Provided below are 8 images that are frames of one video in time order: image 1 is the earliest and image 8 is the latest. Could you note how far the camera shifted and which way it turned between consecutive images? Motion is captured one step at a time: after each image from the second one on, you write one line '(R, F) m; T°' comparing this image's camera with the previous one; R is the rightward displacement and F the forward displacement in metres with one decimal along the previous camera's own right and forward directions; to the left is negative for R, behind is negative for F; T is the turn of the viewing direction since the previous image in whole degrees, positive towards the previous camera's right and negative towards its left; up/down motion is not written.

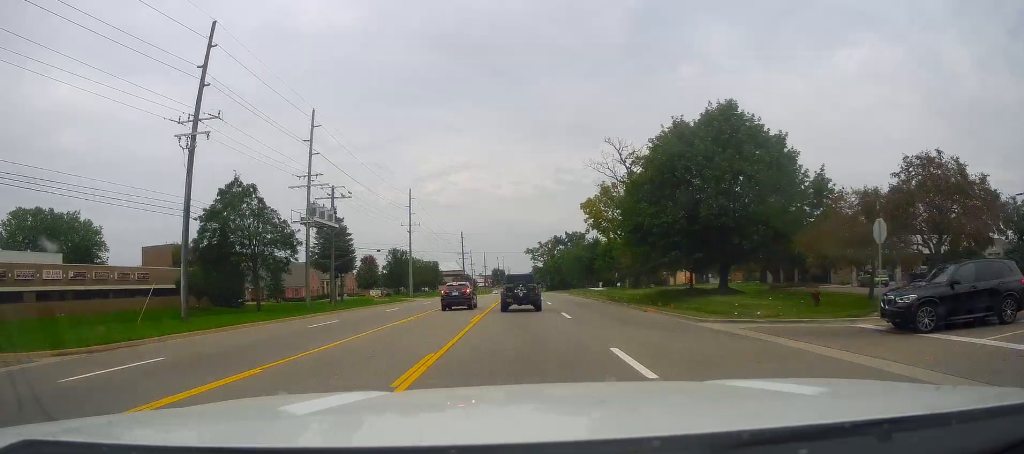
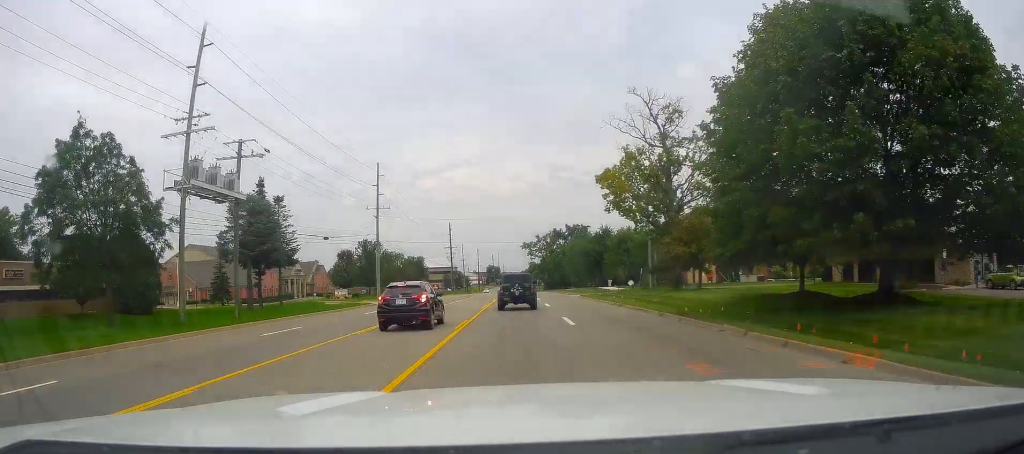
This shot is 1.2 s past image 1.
(+0.3, +18.8) m; +2°
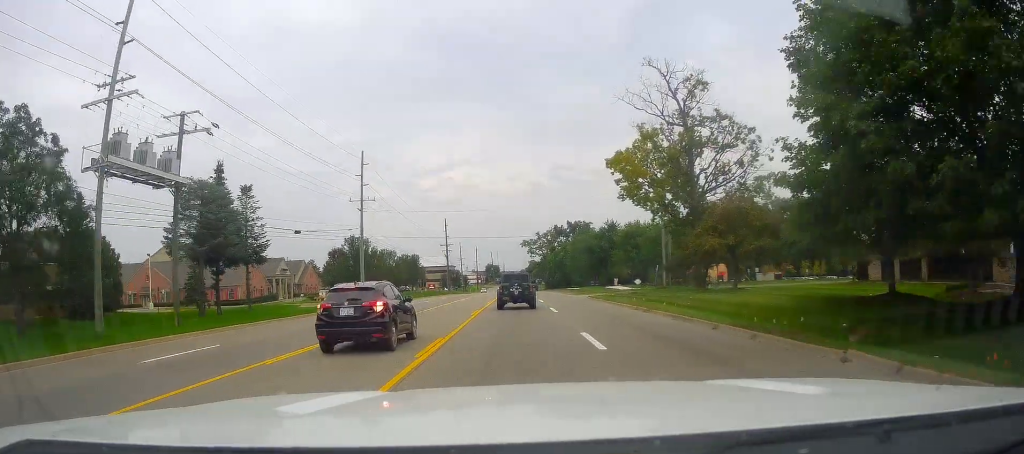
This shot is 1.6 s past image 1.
(+0.1, +7.1) m; 0°
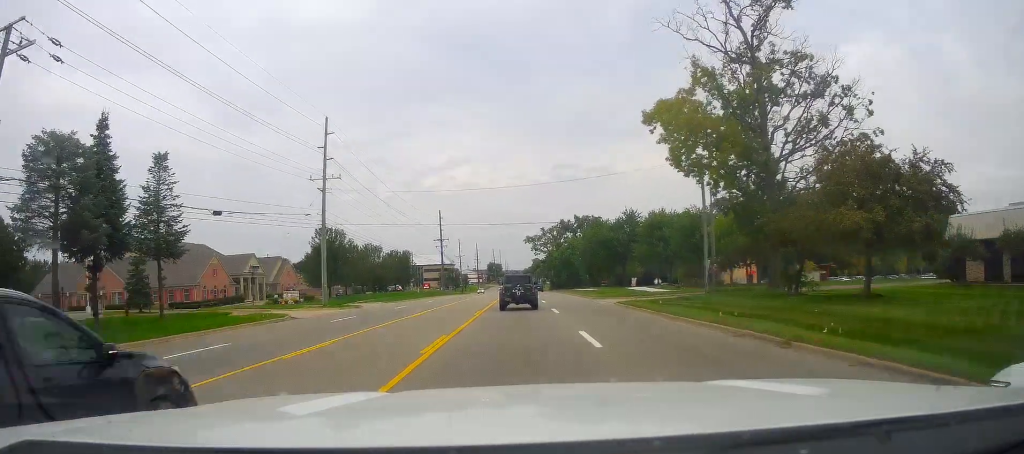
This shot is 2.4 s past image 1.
(+0.1, +13.7) m; -2°
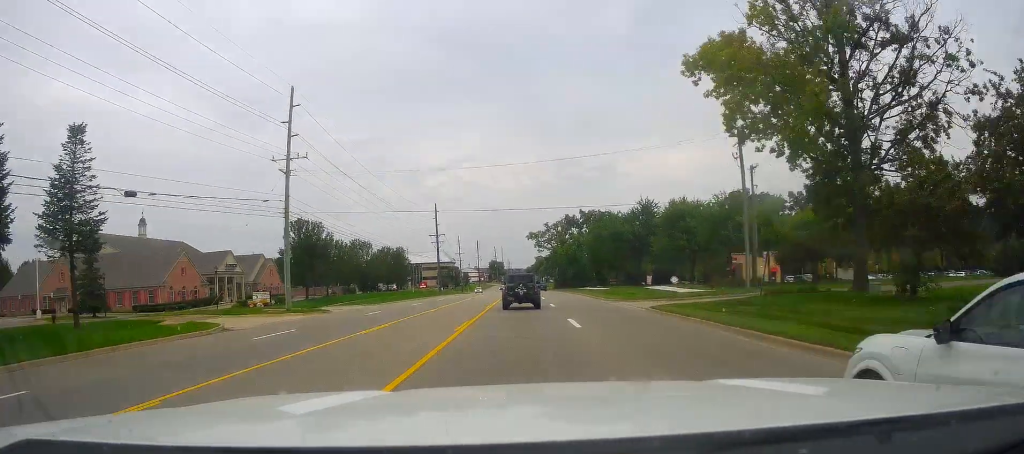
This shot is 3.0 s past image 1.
(-0.4, +8.9) m; 0°
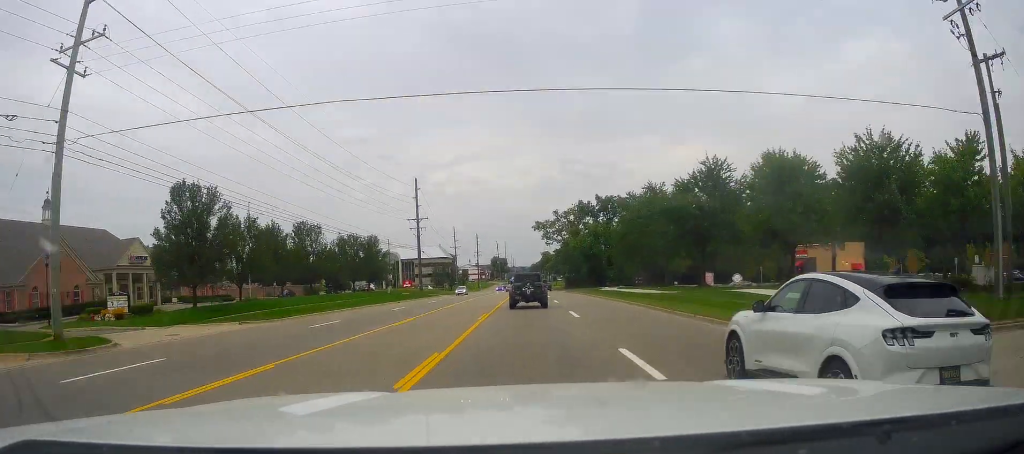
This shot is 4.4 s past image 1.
(+0.4, +24.1) m; +1°
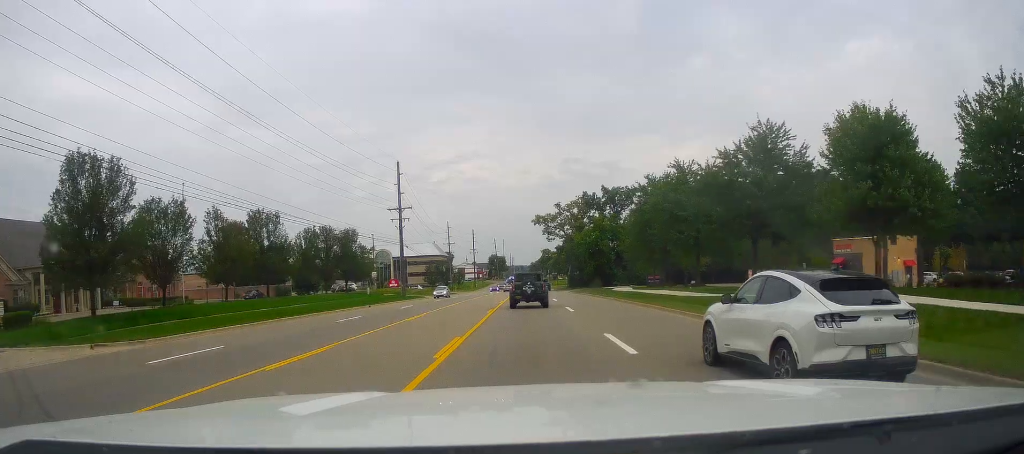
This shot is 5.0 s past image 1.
(-0.2, +11.4) m; -1°
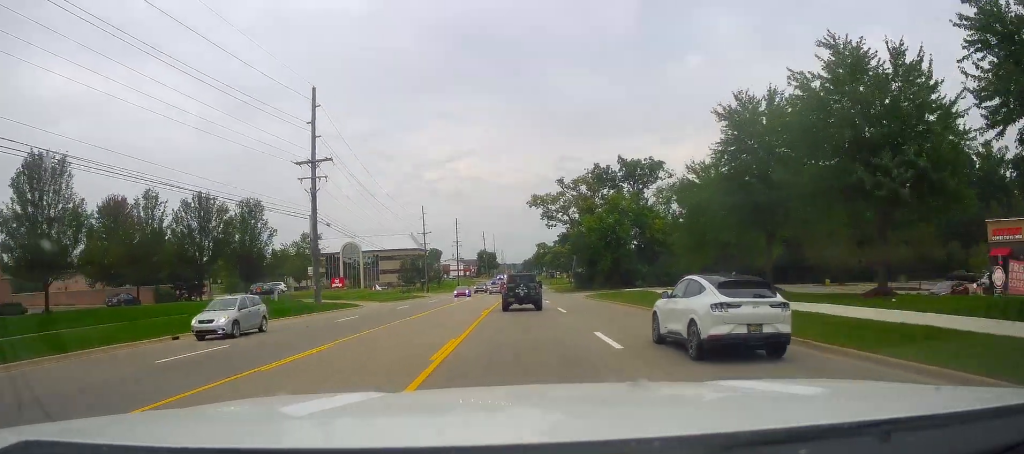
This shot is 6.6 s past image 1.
(-0.7, +29.3) m; -1°
